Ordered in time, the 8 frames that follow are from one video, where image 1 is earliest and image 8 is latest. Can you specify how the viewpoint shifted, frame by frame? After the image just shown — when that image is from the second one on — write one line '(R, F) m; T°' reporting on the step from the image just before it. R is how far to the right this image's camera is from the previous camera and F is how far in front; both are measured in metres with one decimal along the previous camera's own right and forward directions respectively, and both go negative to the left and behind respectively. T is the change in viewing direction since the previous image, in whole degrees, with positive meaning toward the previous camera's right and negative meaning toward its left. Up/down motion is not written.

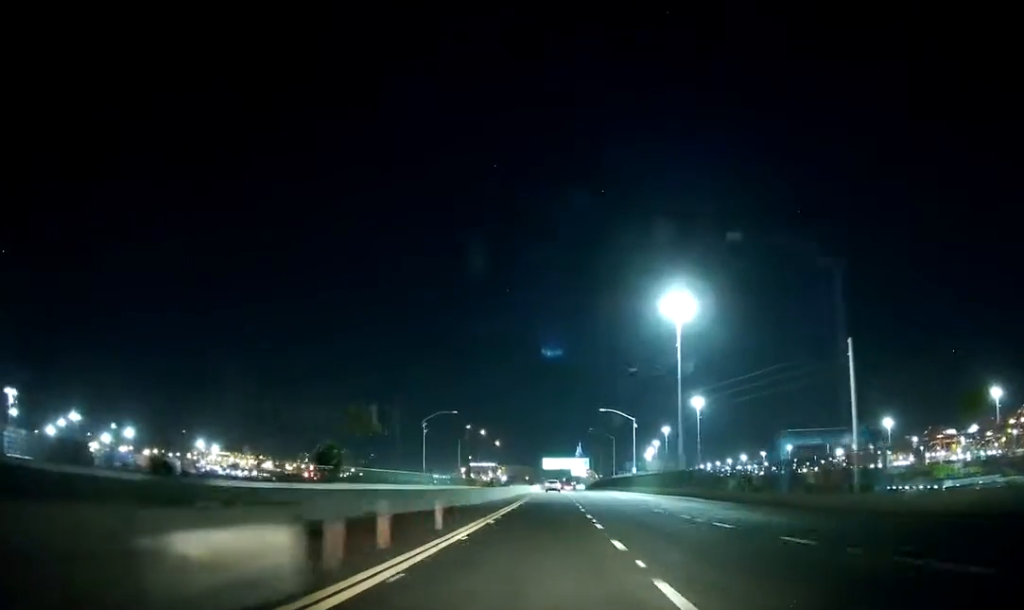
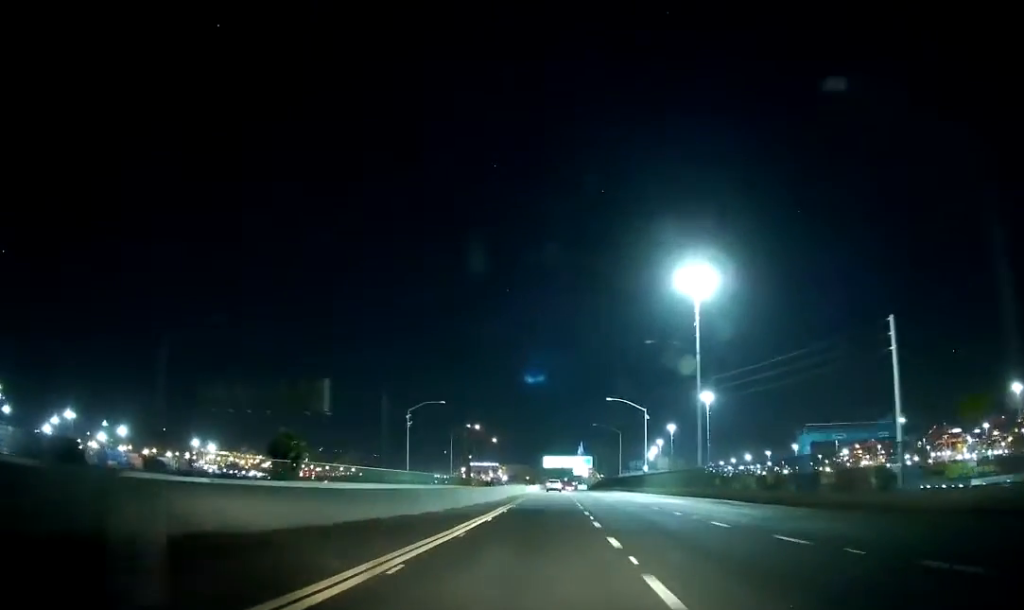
(0.0, +13.7) m; 0°
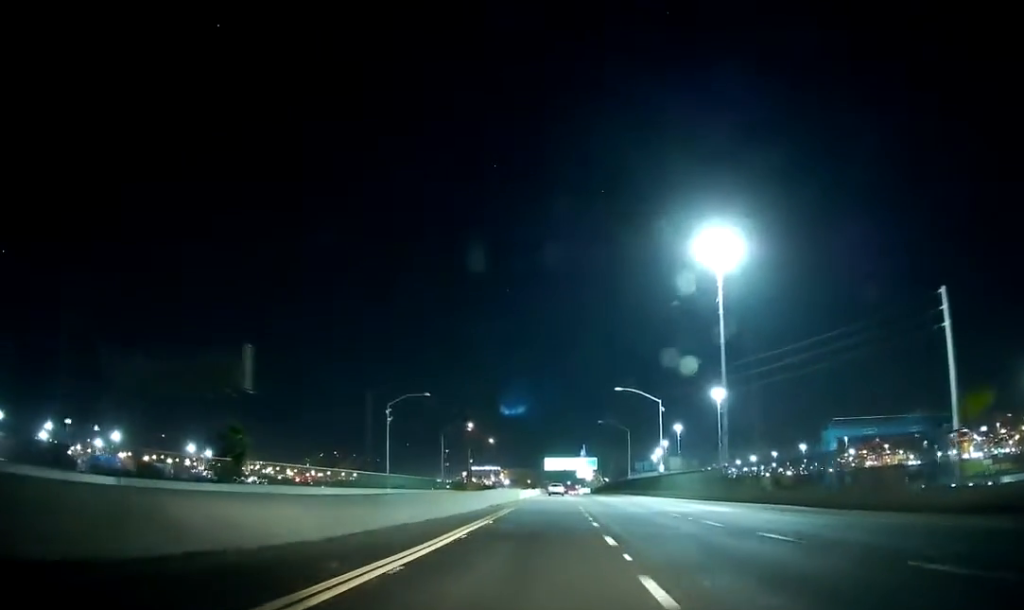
(0.0, +14.6) m; 0°
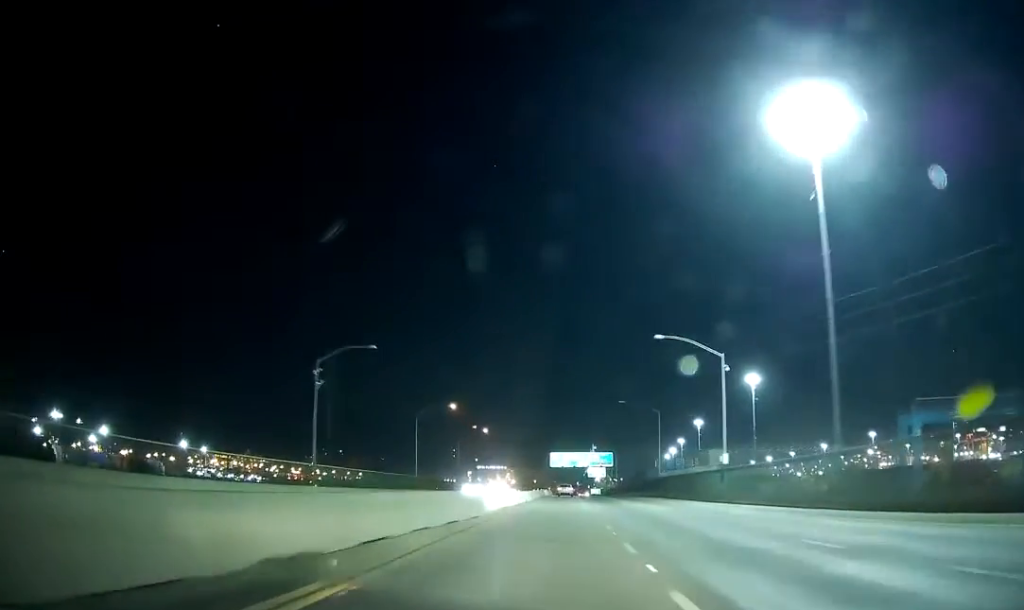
(+0.1, +31.7) m; +1°
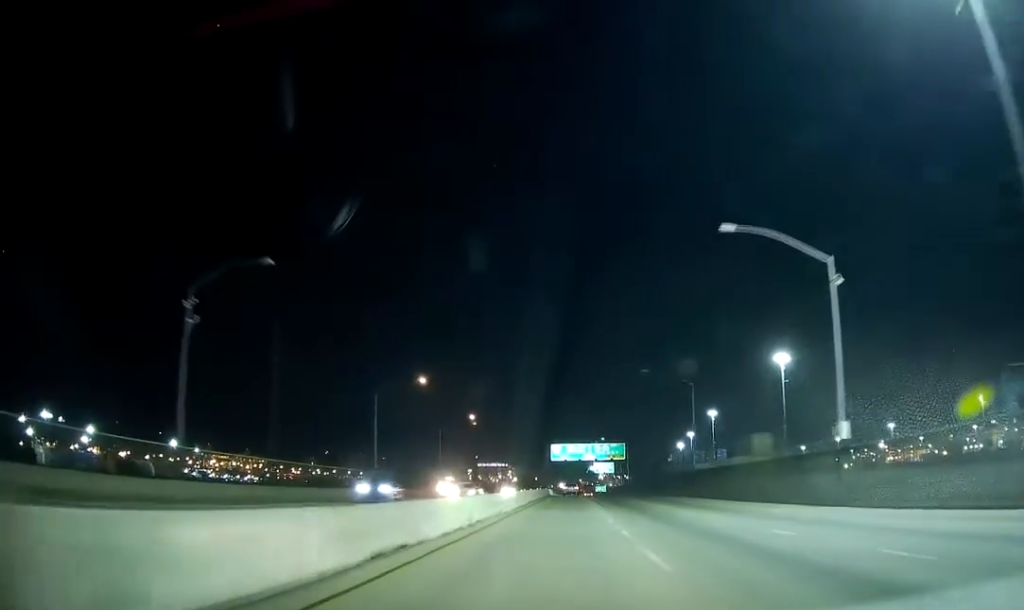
(+0.2, +25.3) m; 0°
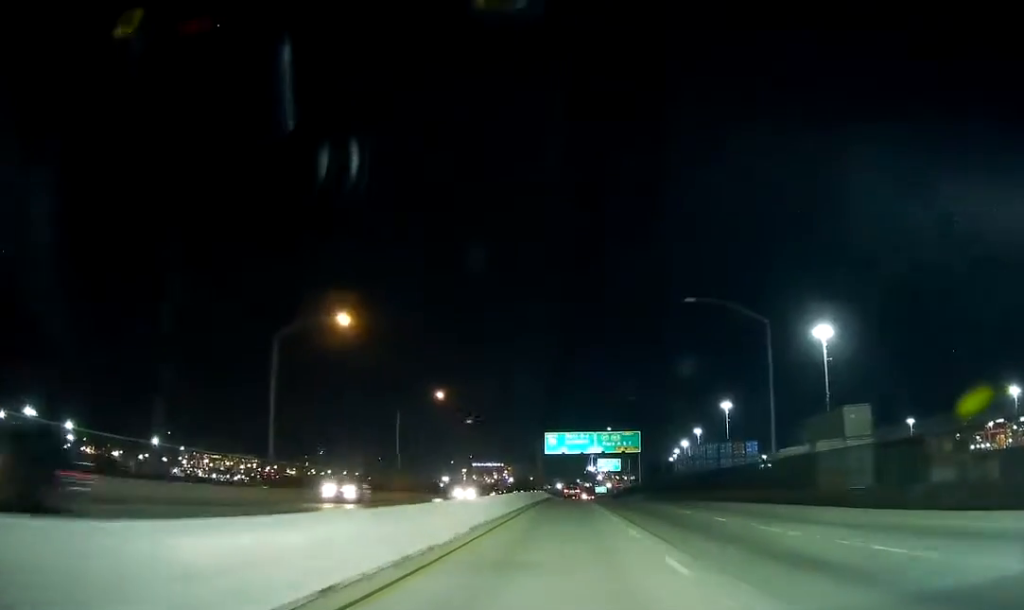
(-0.4, +30.3) m; -1°
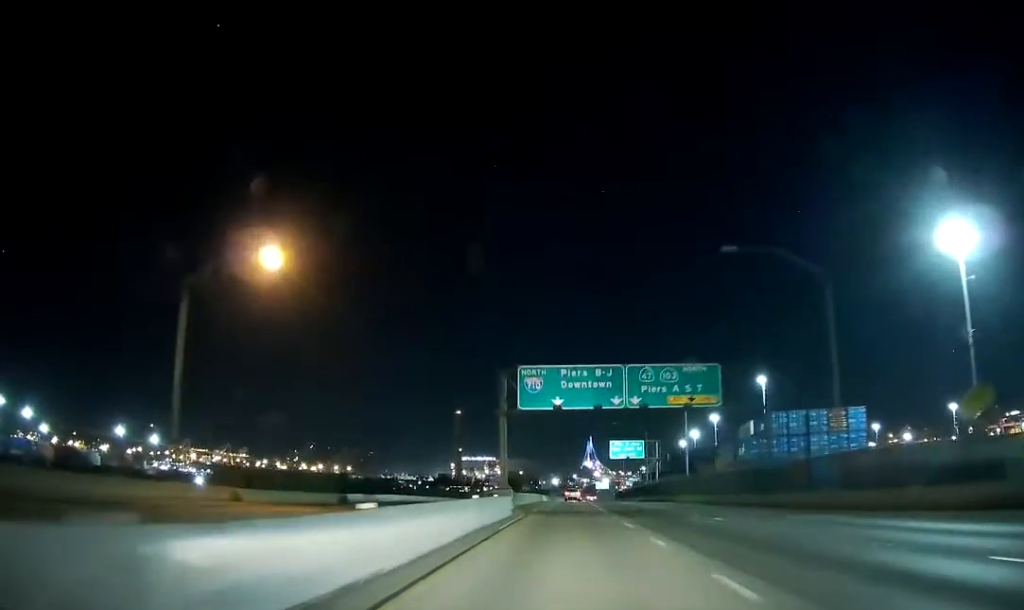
(+0.3, +54.6) m; +1°
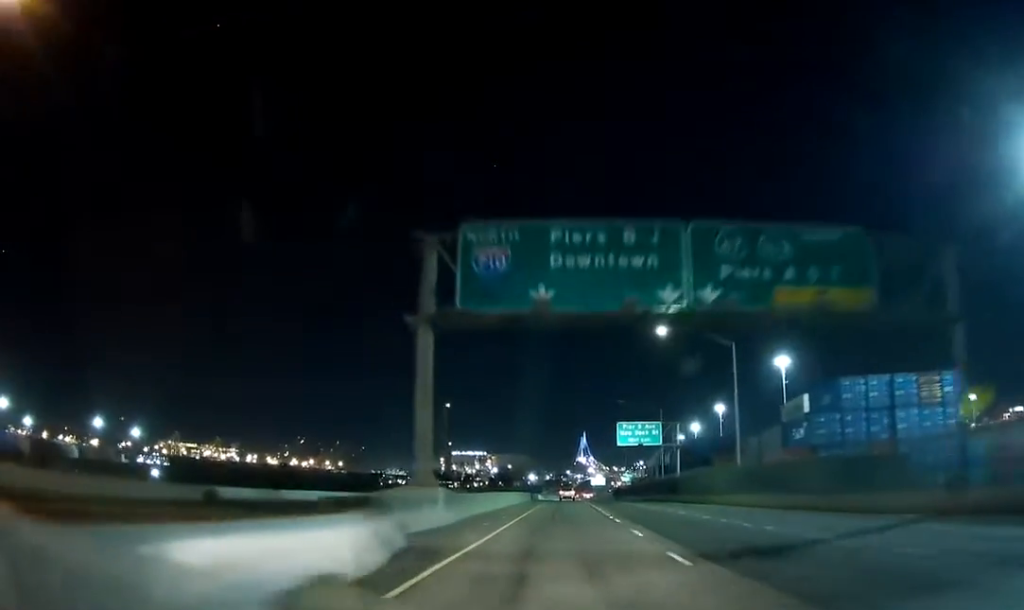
(-0.1, +25.8) m; 0°
